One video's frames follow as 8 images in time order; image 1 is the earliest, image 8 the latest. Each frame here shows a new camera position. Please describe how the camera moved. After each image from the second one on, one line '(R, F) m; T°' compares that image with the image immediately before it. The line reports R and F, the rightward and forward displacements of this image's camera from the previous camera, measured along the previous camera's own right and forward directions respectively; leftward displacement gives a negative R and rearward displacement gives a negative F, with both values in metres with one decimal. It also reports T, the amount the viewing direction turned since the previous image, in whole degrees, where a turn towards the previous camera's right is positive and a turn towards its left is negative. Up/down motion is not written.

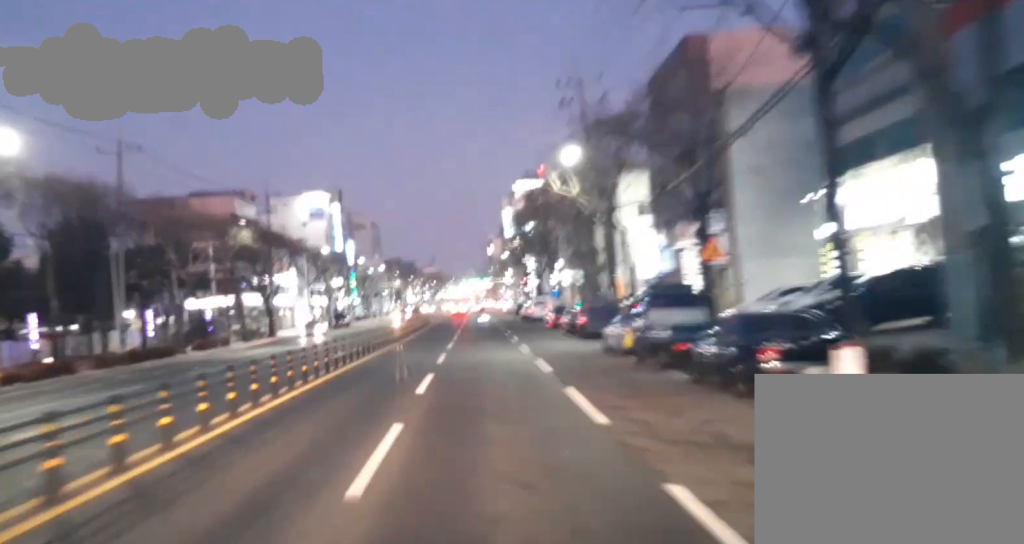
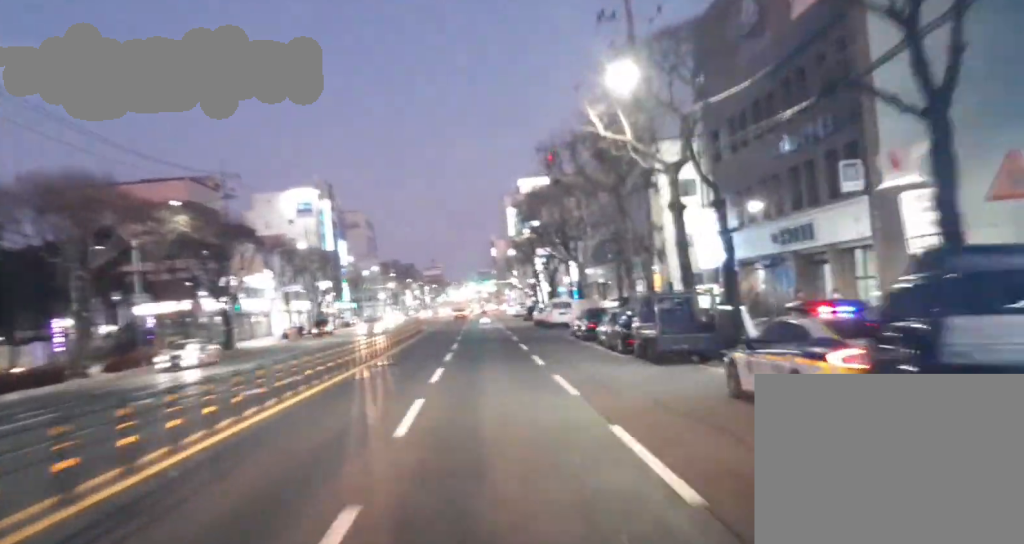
(-0.3, +16.1) m; -2°
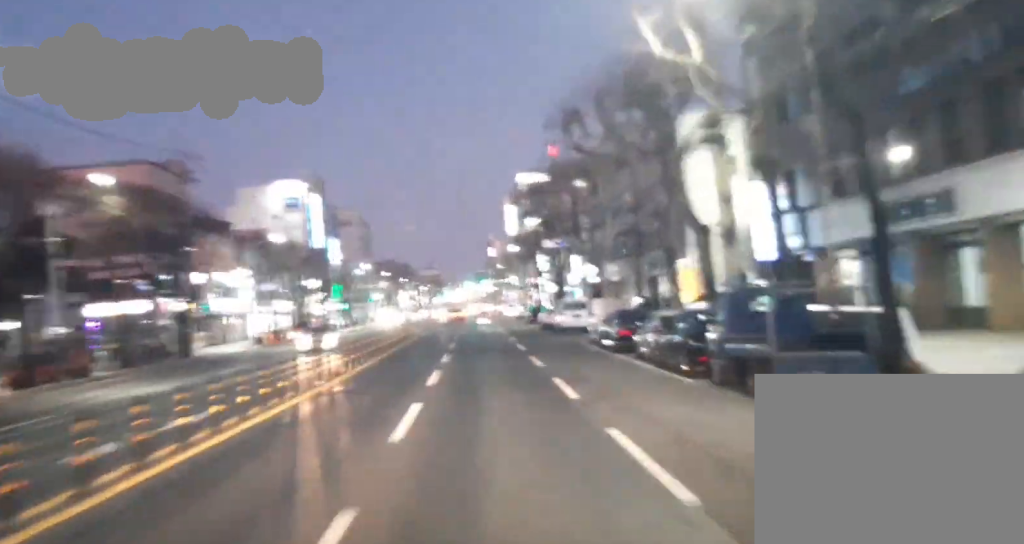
(-0.3, +10.8) m; -1°
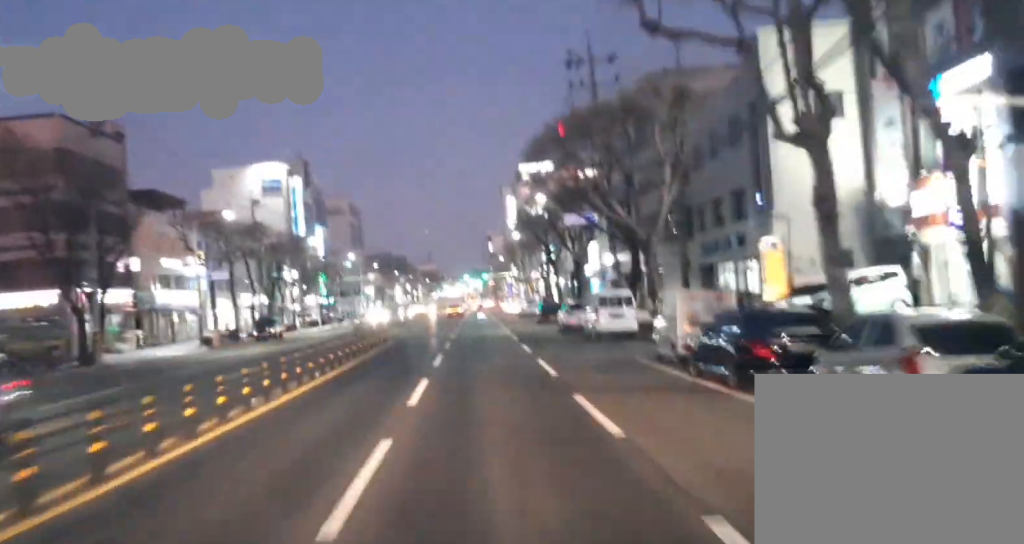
(+0.2, +16.1) m; +1°
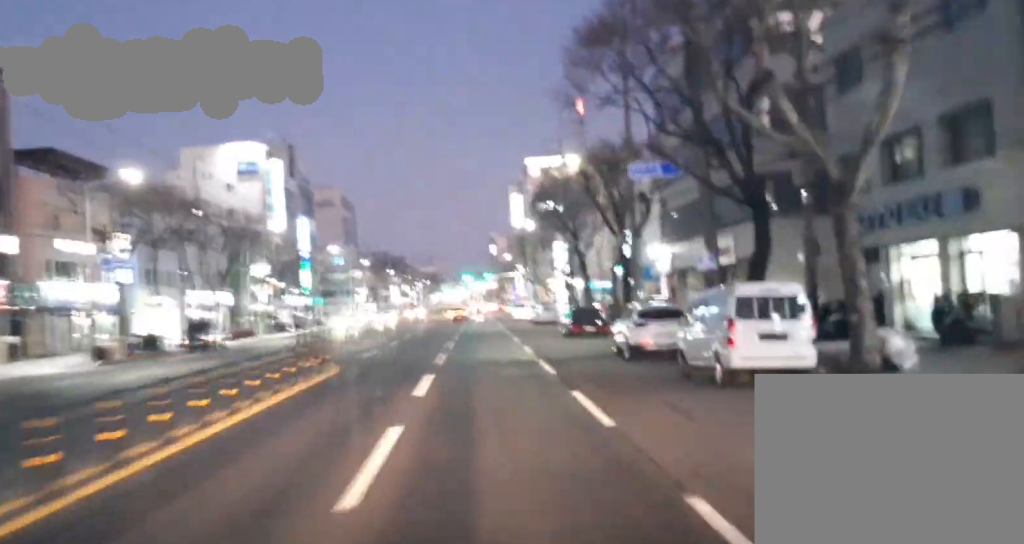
(+0.1, +20.1) m; 0°
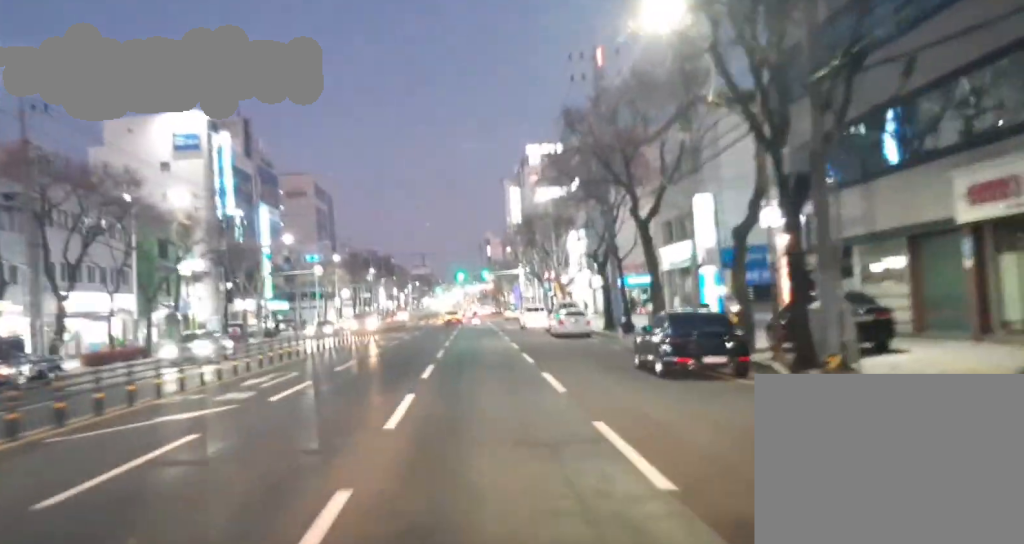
(-0.1, +25.1) m; 0°
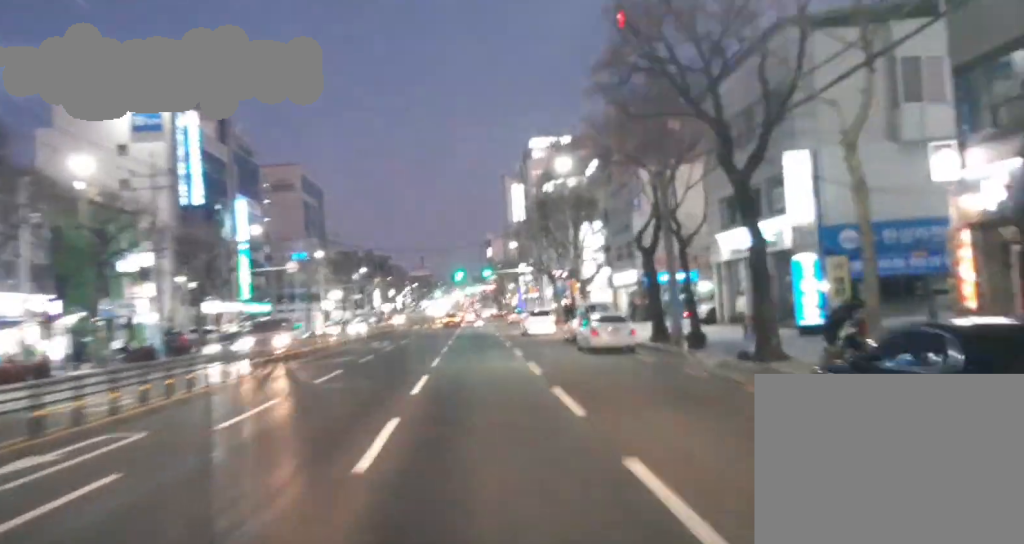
(0.0, +13.7) m; 0°
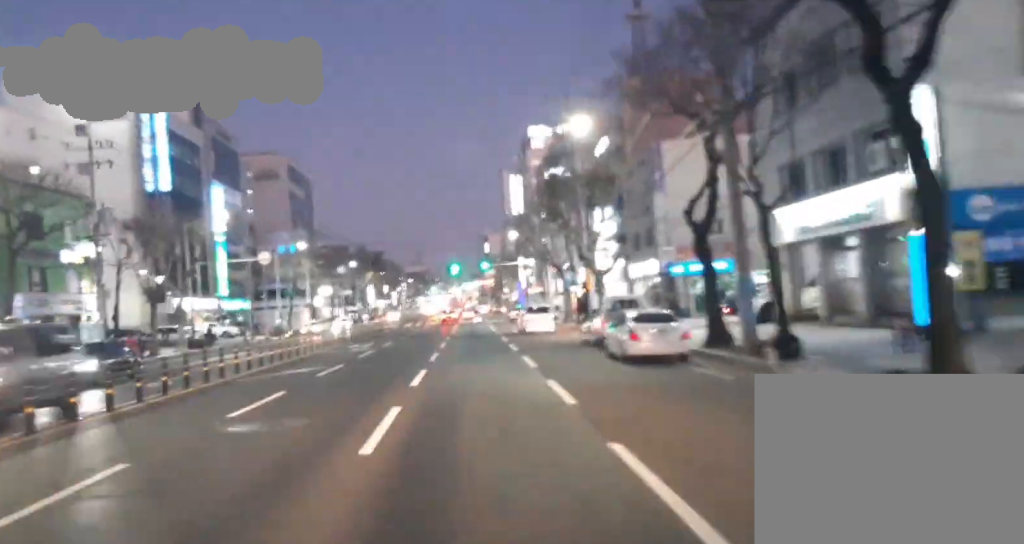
(+0.1, +9.3) m; 0°
